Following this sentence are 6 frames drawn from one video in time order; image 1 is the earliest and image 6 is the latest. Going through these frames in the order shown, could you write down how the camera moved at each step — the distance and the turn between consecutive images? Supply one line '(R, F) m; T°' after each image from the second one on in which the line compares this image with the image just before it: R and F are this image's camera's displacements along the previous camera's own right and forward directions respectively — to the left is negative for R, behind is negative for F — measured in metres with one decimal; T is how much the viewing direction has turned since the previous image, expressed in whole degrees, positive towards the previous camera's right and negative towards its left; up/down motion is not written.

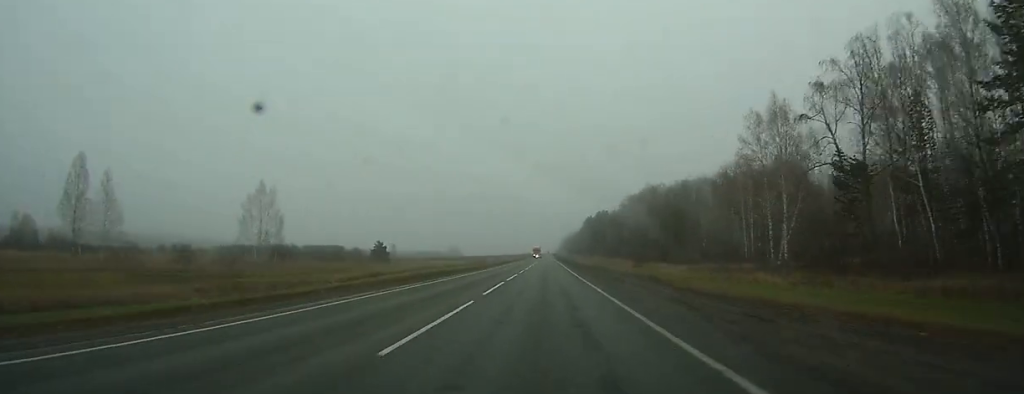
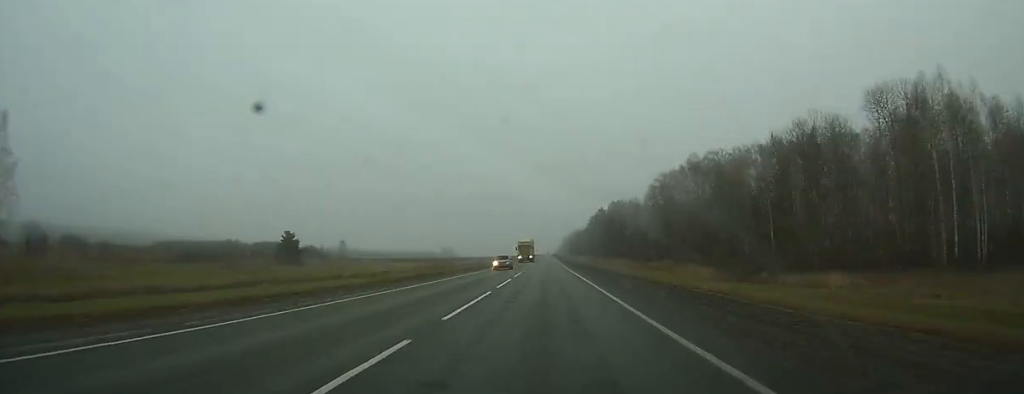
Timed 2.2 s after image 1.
(-0.1, +67.3) m; 0°
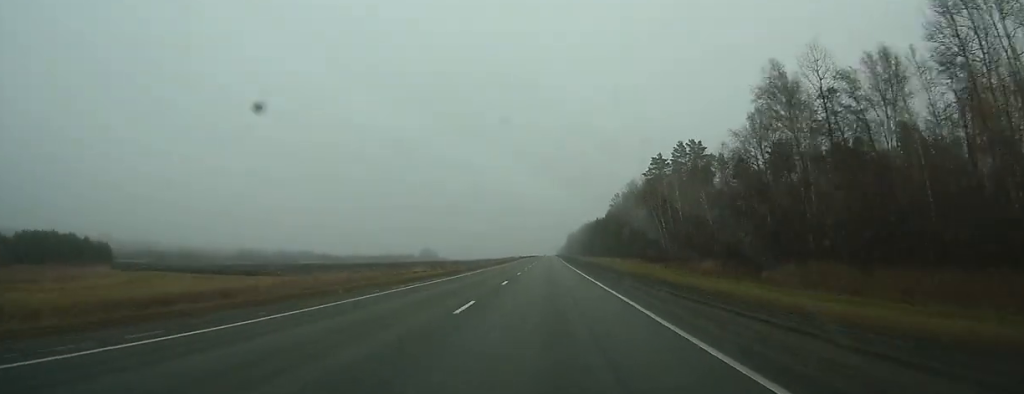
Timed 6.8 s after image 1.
(+0.5, +142.2) m; 0°
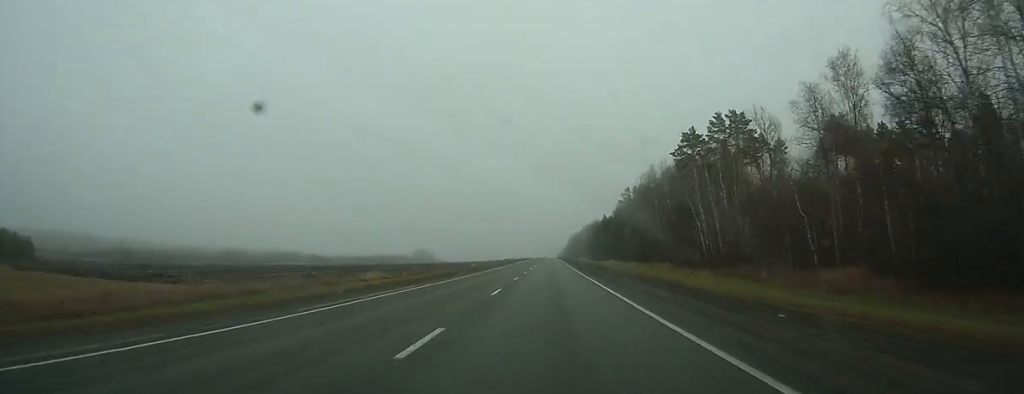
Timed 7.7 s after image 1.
(0.0, +29.1) m; 0°
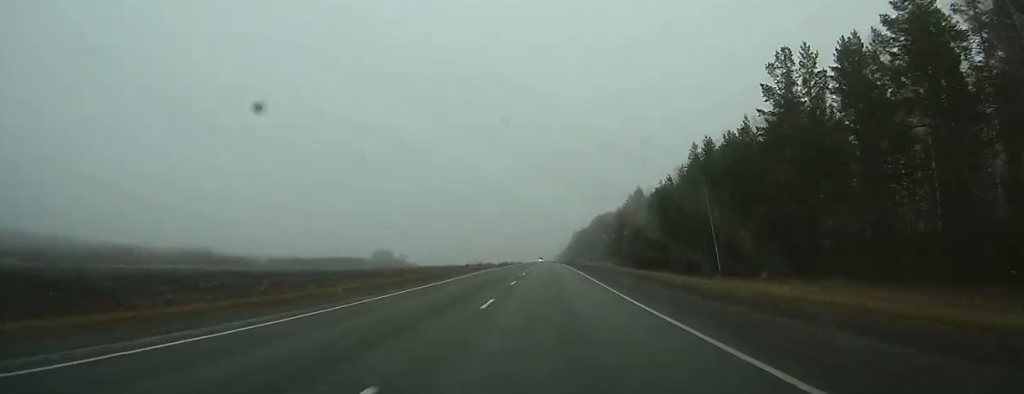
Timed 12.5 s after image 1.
(-0.2, +148.2) m; 0°
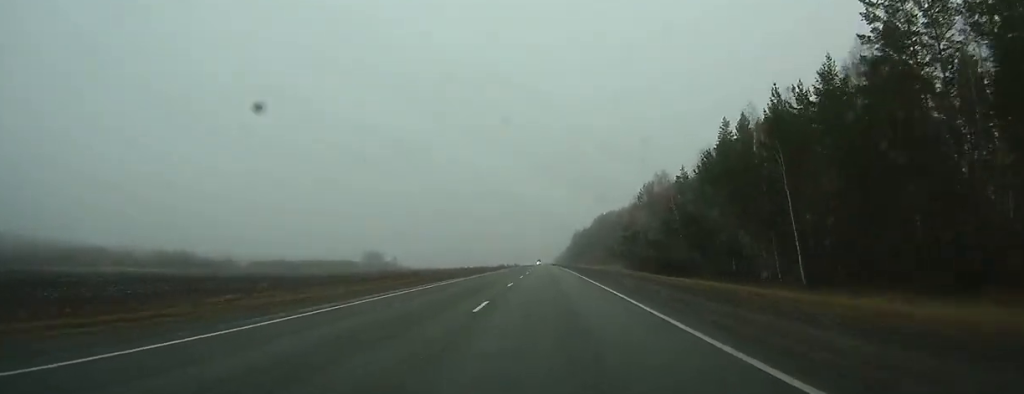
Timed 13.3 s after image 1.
(+0.1, +25.0) m; 0°
